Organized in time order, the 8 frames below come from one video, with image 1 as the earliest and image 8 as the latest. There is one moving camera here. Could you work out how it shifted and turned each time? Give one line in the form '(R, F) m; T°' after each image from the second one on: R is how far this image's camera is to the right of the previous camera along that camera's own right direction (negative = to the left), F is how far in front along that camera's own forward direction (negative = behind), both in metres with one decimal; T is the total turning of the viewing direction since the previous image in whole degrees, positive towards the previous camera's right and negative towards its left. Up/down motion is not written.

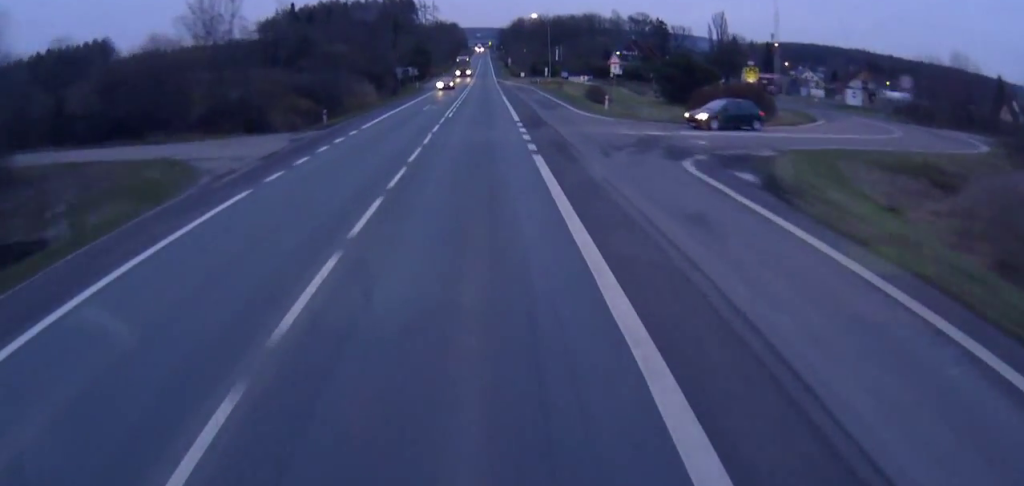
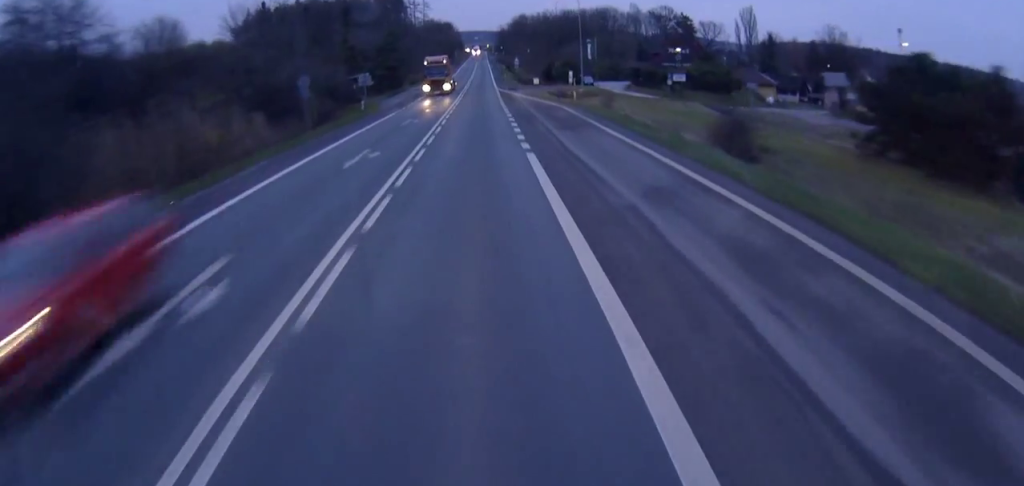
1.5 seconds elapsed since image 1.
(+0.3, +40.6) m; 0°
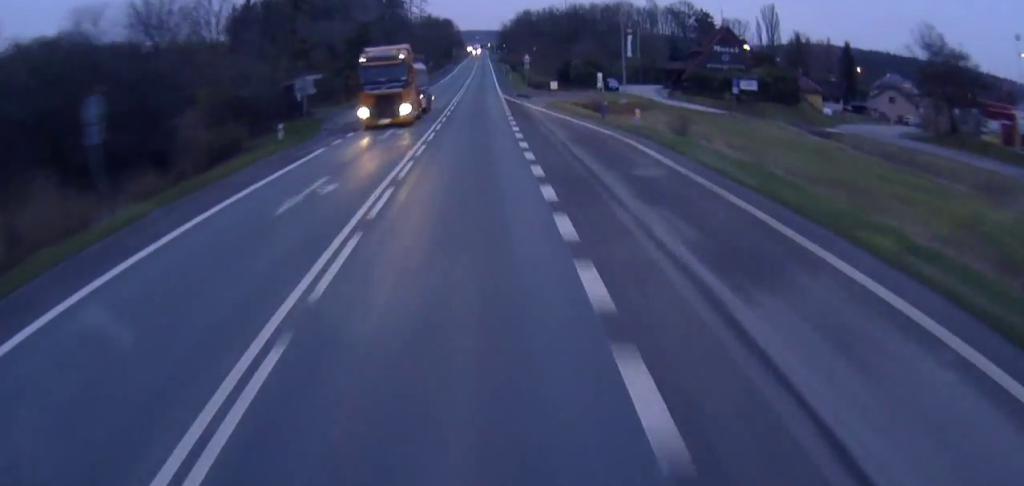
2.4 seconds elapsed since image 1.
(-0.5, +22.9) m; -1°
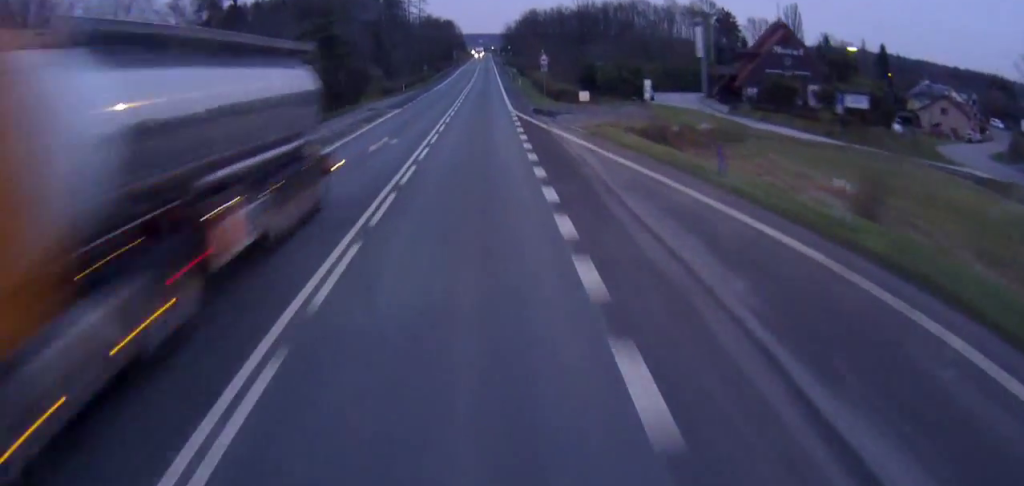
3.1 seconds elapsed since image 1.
(-0.1, +18.5) m; 0°
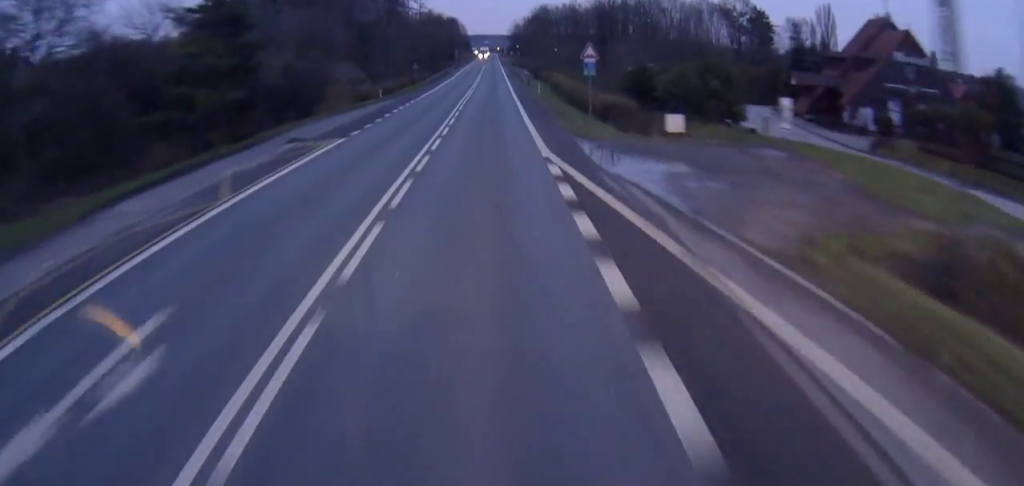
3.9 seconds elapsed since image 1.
(+0.1, +22.2) m; +1°
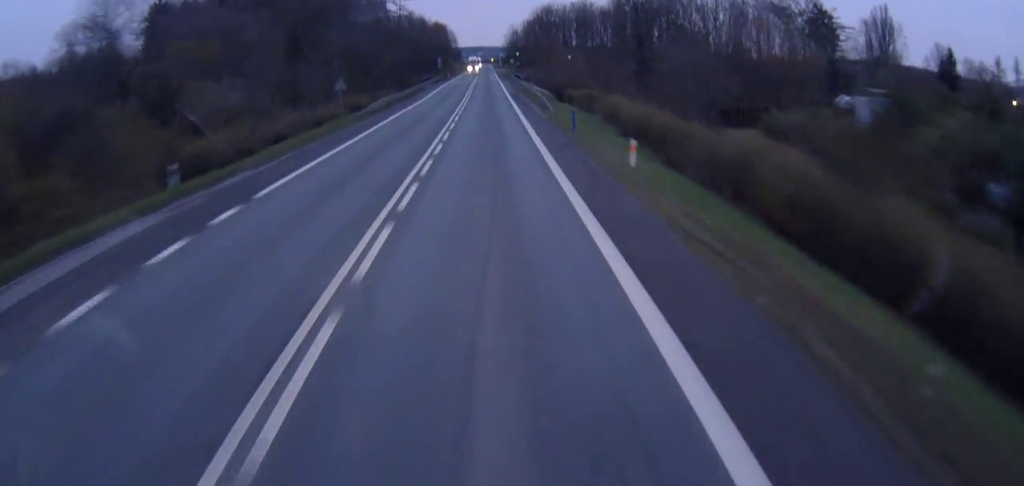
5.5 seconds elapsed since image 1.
(-0.3, +40.8) m; -1°
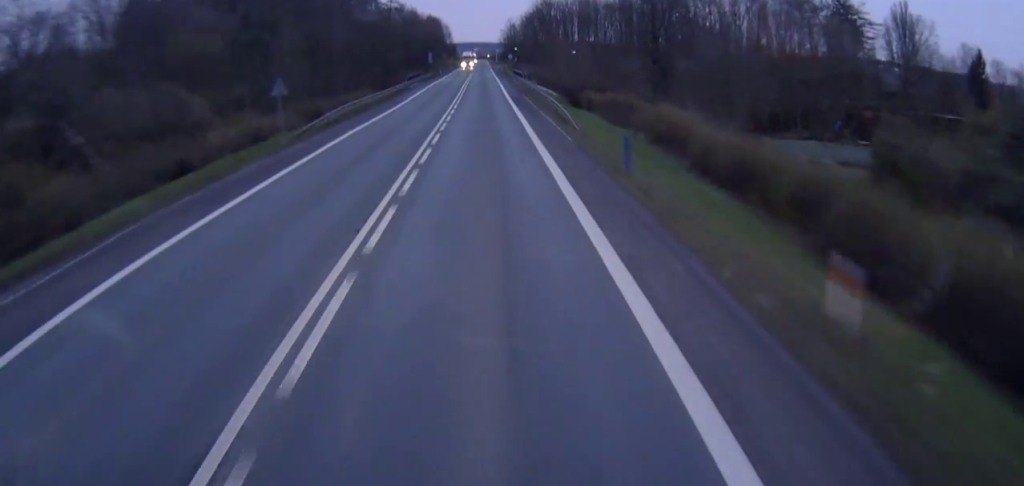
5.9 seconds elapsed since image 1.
(0.0, +12.4) m; 0°
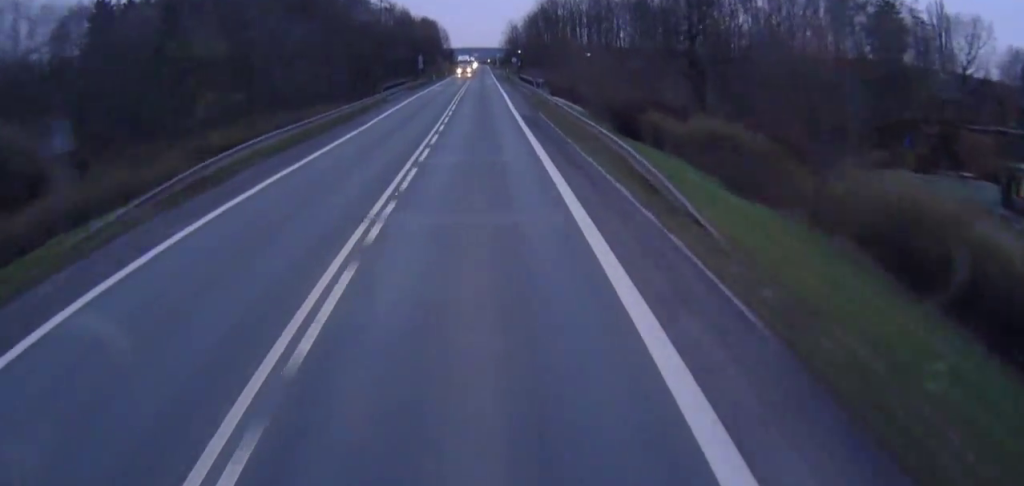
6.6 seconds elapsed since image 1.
(+0.2, +17.7) m; +1°
